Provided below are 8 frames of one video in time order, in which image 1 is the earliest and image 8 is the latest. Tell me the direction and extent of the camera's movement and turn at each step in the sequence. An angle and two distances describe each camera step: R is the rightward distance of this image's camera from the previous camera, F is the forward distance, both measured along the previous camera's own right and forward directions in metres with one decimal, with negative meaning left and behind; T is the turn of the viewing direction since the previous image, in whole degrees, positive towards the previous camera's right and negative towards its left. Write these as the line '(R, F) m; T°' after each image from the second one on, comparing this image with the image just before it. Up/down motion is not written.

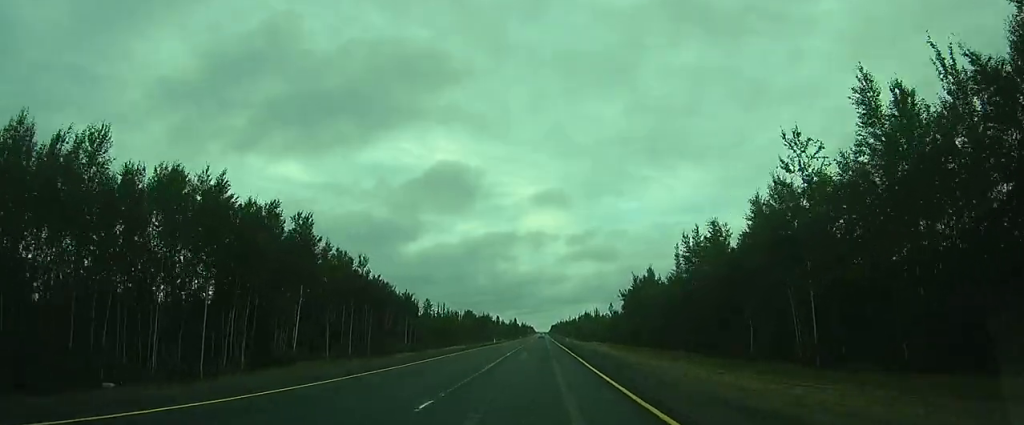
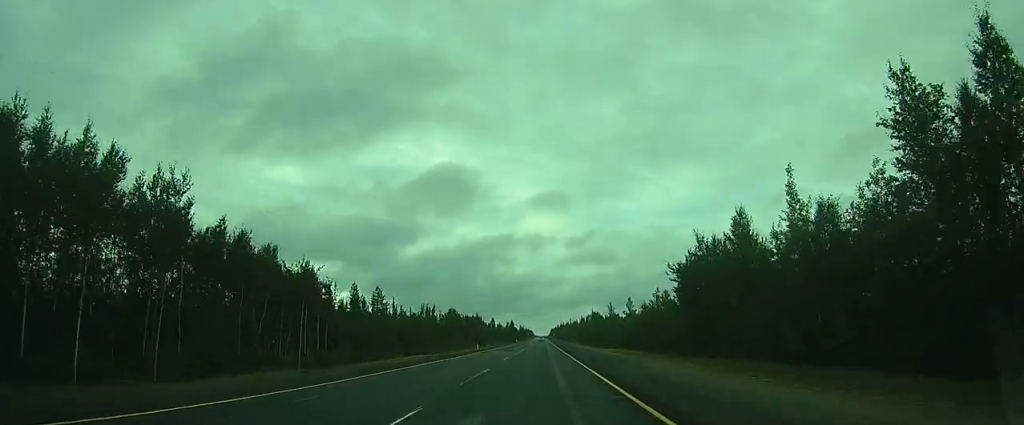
(0.0, +26.1) m; -1°
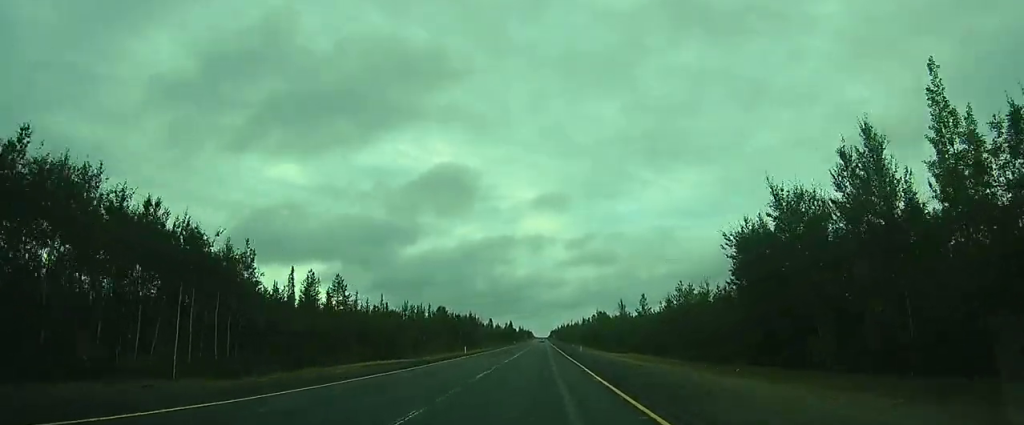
(-0.1, +12.2) m; -1°
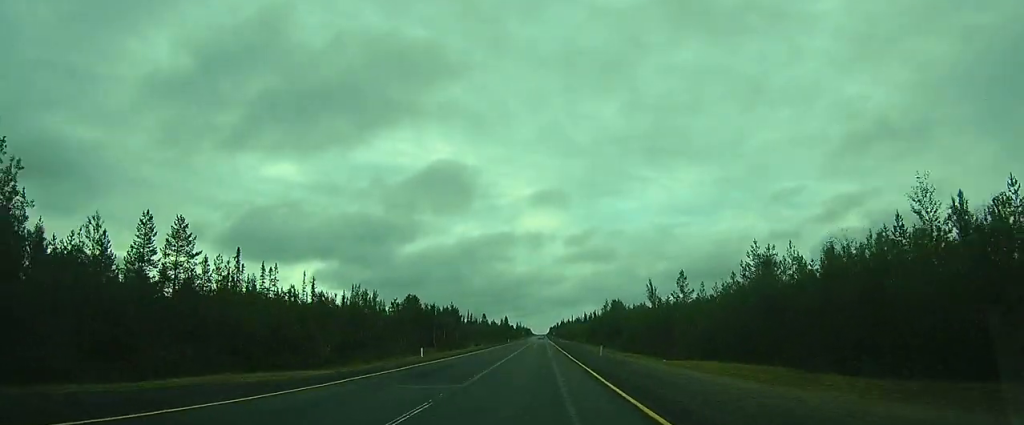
(-0.2, +22.7) m; 0°
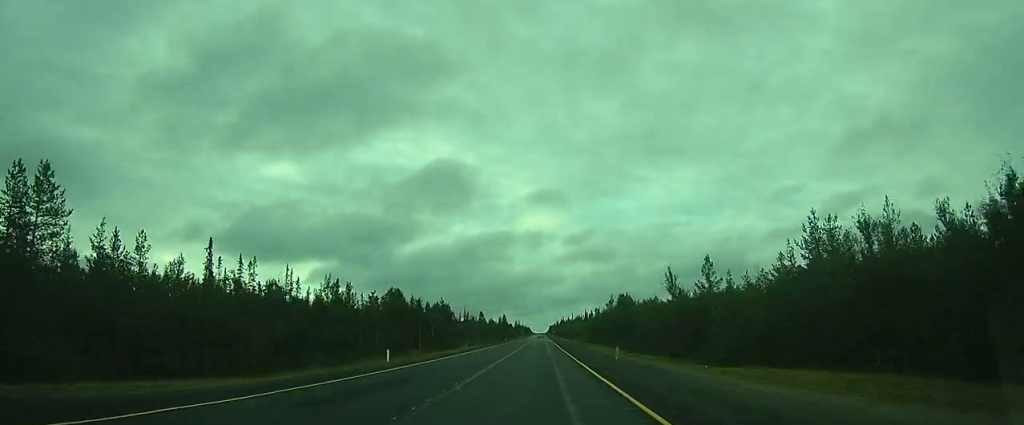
(-0.1, +9.0) m; 0°
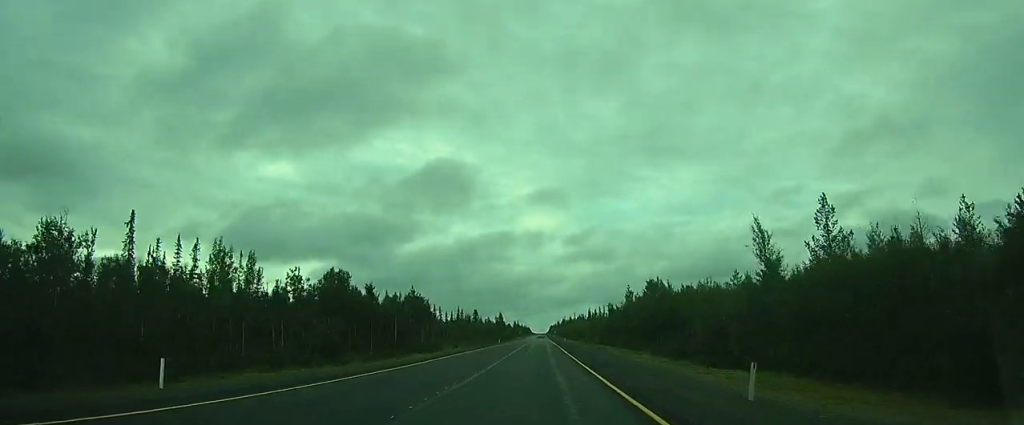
(+0.3, +20.1) m; +1°
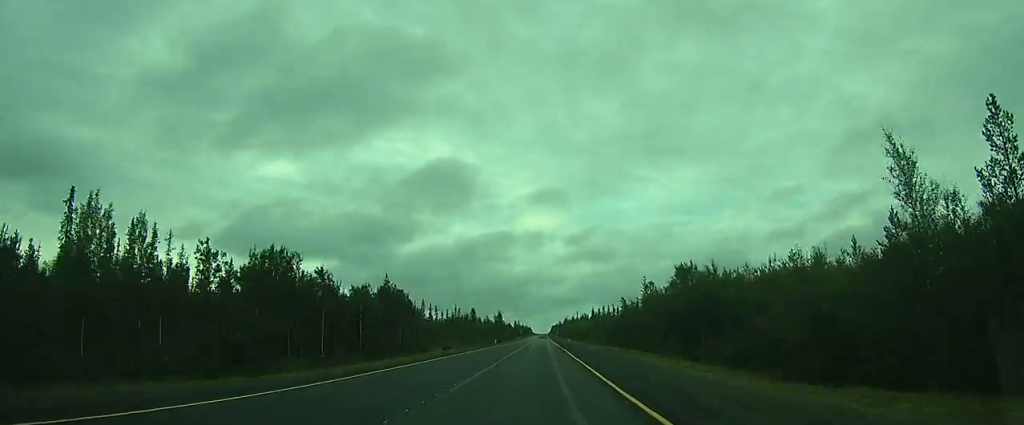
(0.0, +11.8) m; 0°
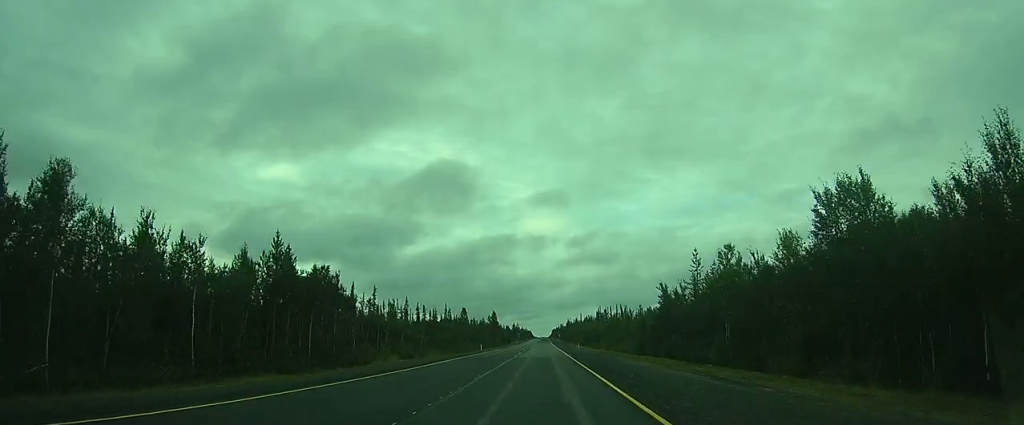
(-0.1, +23.6) m; 0°
